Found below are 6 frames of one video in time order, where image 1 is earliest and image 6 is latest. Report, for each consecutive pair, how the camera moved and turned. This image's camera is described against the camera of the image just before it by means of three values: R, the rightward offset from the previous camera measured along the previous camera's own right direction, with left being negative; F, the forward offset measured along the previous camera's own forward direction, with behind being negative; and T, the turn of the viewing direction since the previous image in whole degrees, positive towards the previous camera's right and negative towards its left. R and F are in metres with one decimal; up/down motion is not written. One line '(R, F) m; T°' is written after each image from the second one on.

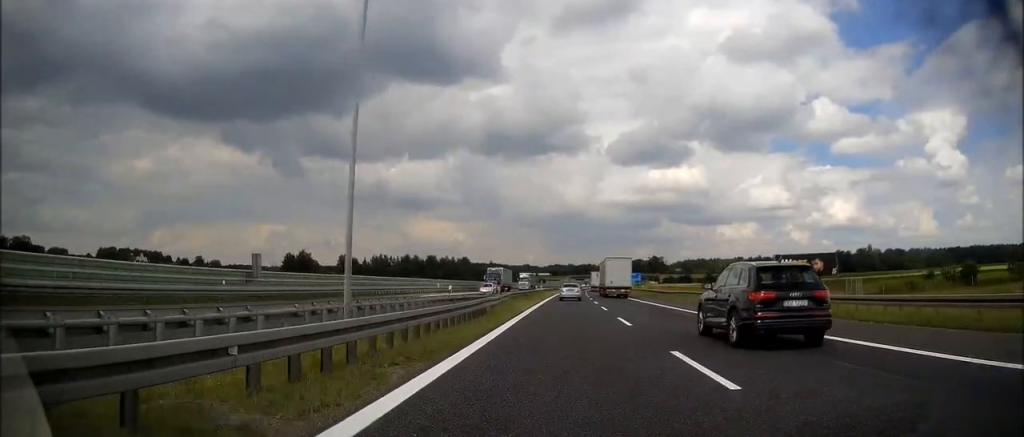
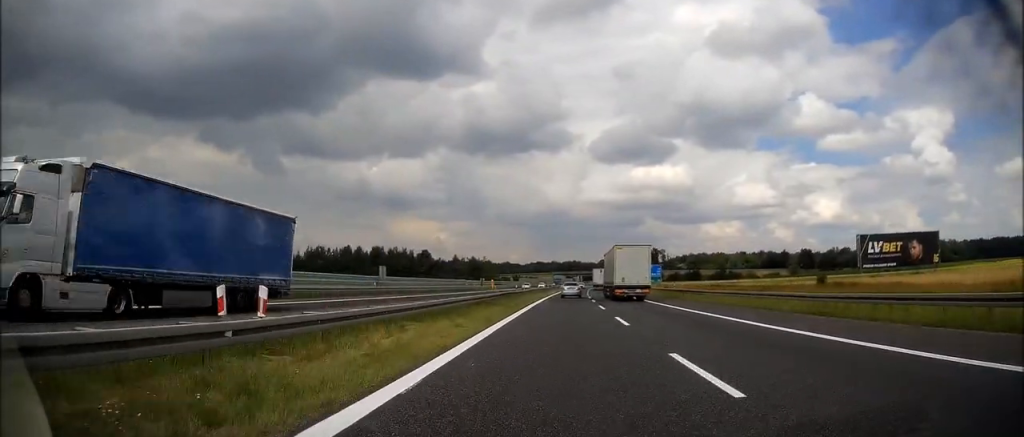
(+0.7, +72.8) m; +1°
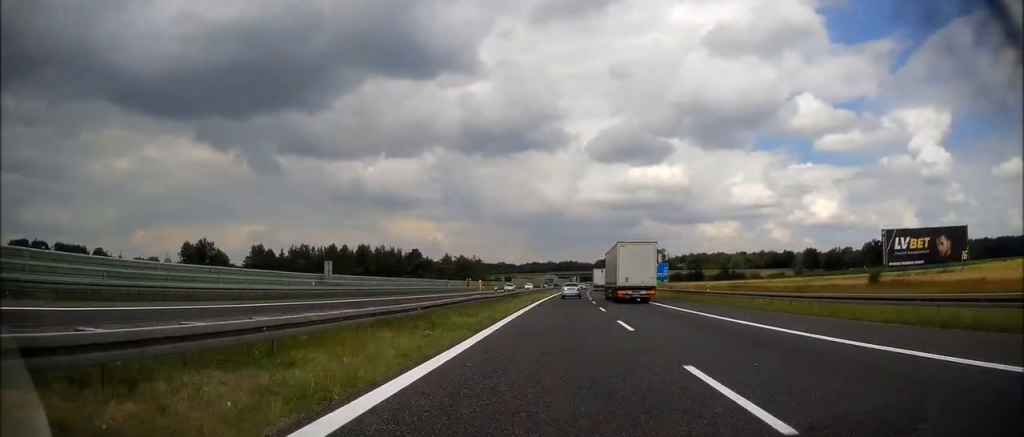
(0.0, +13.9) m; +1°
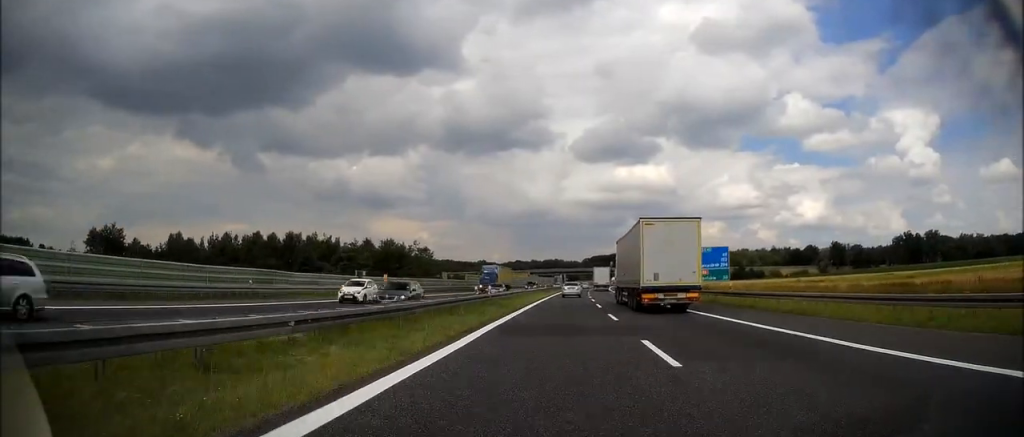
(+1.2, +56.0) m; +1°
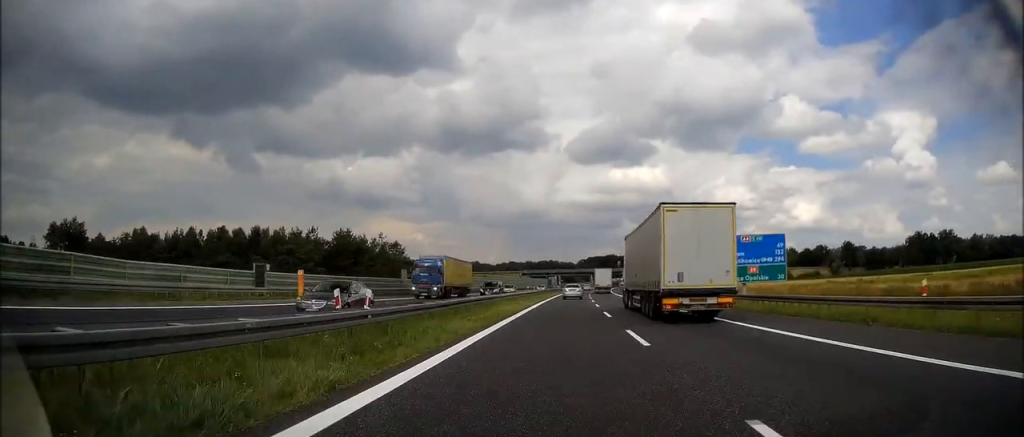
(-0.3, +20.2) m; +1°
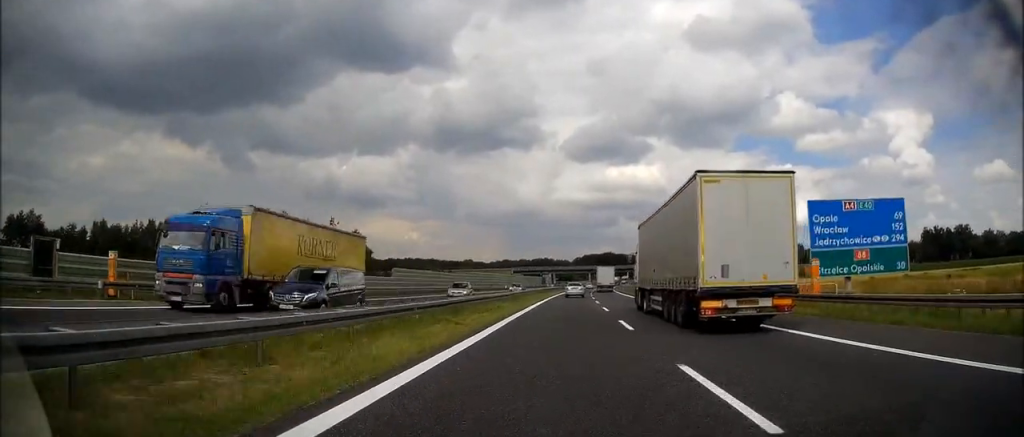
(+0.2, +20.3) m; +1°
